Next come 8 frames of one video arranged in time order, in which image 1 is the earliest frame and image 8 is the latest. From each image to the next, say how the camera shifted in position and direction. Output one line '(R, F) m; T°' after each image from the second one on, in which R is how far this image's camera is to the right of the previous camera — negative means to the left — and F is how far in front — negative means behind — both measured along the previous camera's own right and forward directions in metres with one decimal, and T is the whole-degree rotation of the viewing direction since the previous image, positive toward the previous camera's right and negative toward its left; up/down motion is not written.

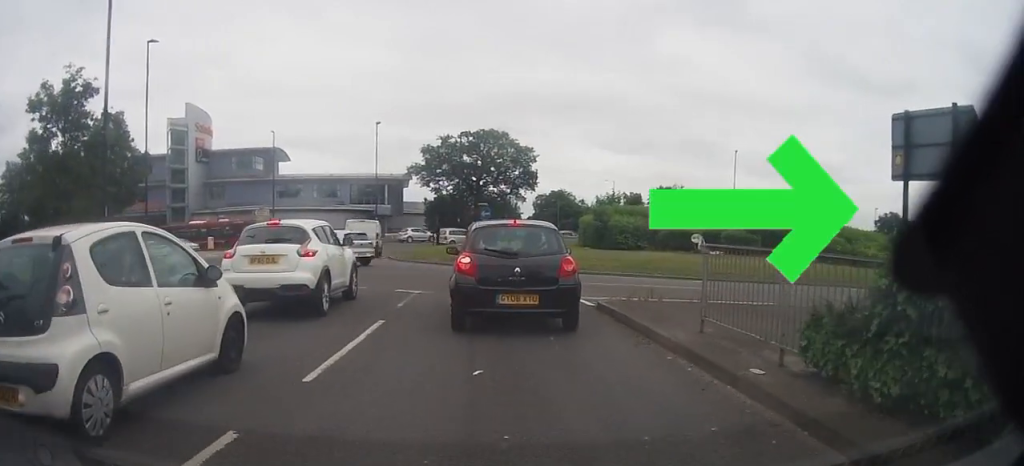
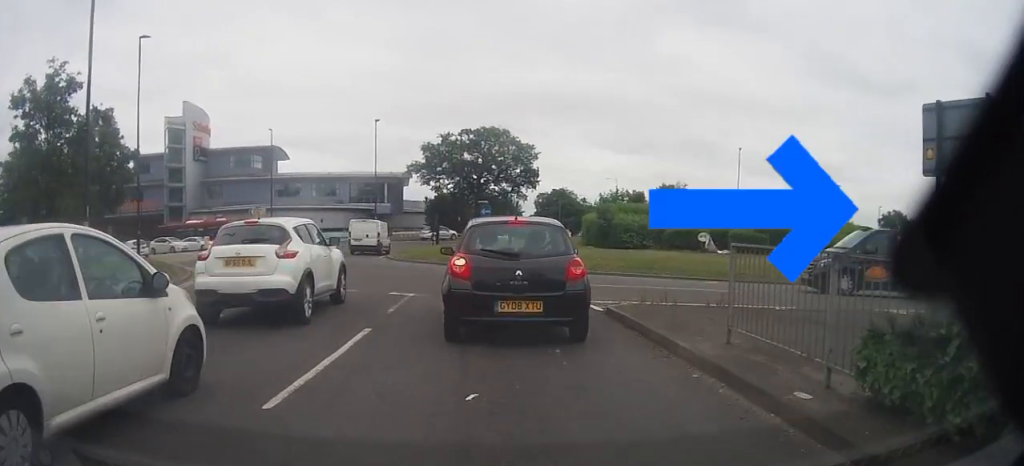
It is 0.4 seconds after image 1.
(+0.1, +0.7) m; 0°
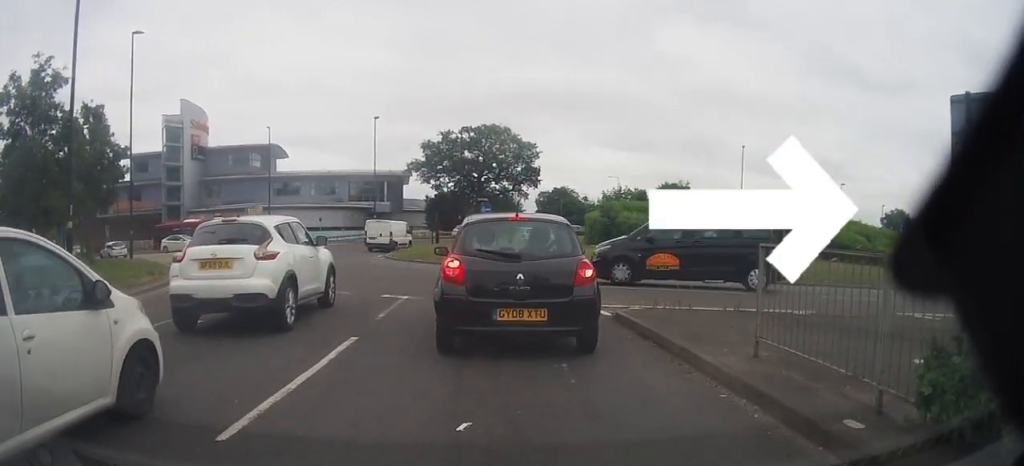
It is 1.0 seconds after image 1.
(+0.2, +0.8) m; 0°
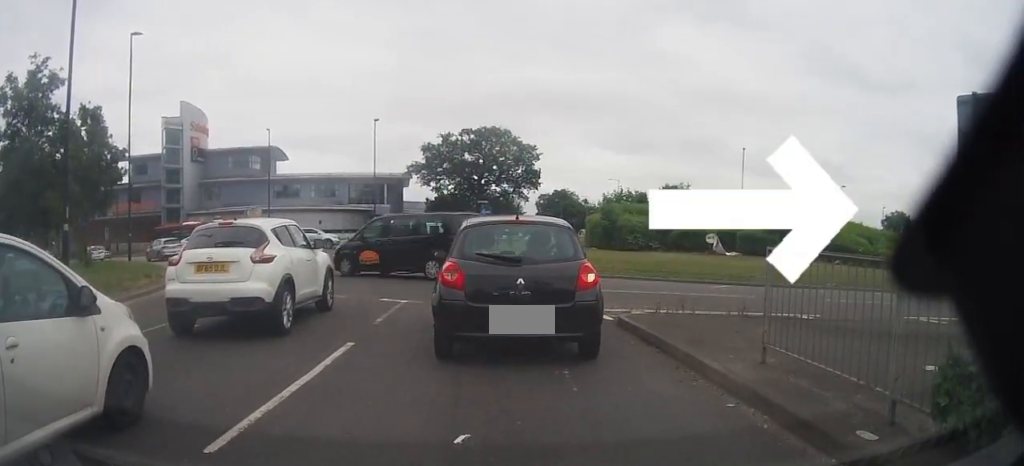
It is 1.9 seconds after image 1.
(+0.2, +0.8) m; 0°
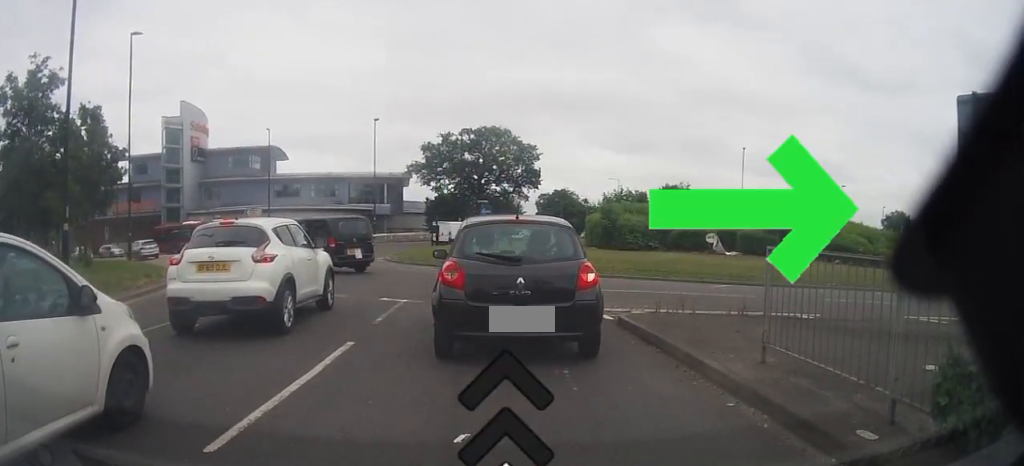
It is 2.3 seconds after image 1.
(+0.1, +0.3) m; 0°
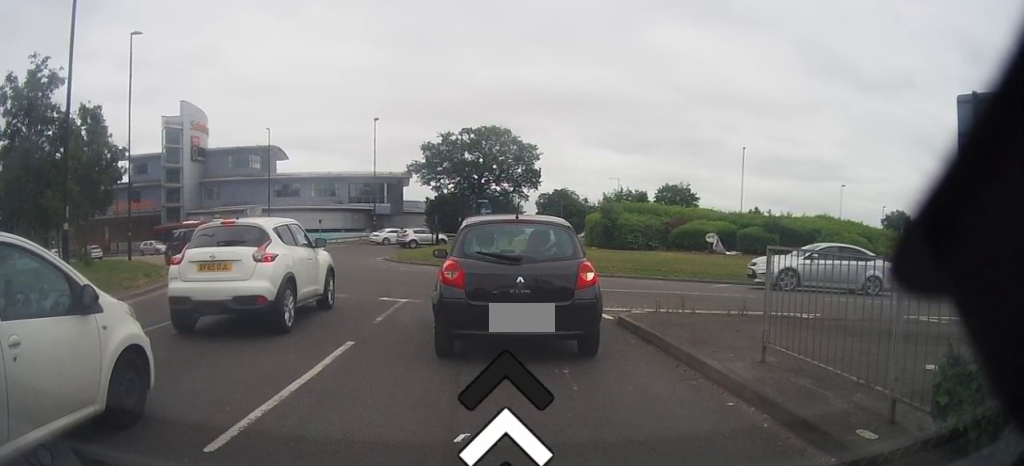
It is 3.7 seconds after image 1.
(-0.1, +0.4) m; 0°
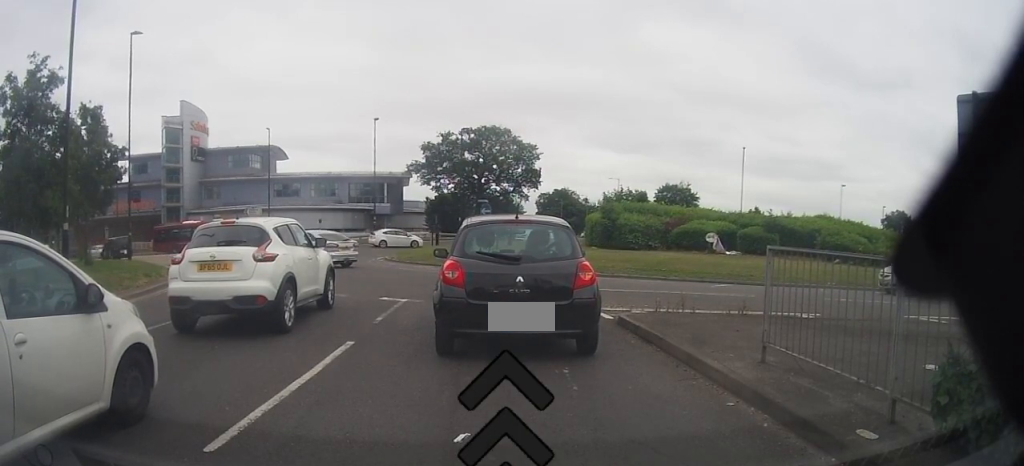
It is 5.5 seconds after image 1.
(-0.1, +0.1) m; 0°
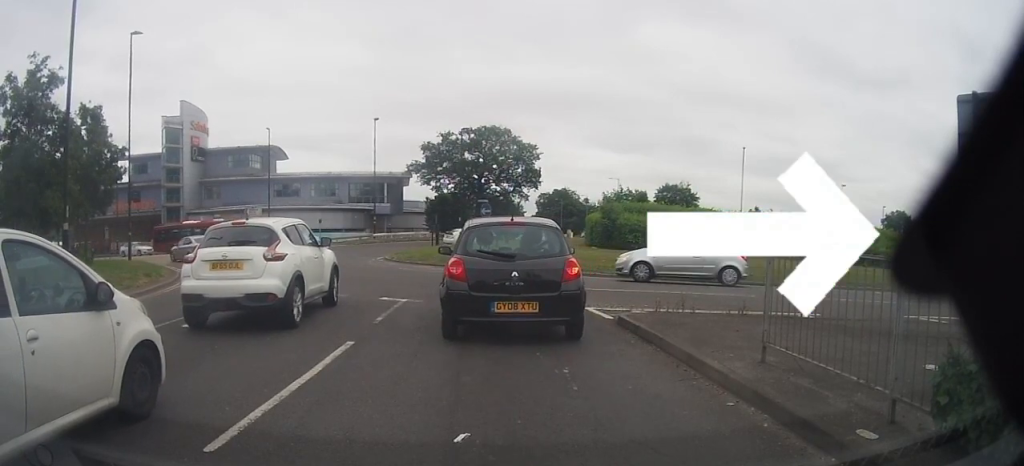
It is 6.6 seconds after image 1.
(0.0, 0.0) m; 0°
